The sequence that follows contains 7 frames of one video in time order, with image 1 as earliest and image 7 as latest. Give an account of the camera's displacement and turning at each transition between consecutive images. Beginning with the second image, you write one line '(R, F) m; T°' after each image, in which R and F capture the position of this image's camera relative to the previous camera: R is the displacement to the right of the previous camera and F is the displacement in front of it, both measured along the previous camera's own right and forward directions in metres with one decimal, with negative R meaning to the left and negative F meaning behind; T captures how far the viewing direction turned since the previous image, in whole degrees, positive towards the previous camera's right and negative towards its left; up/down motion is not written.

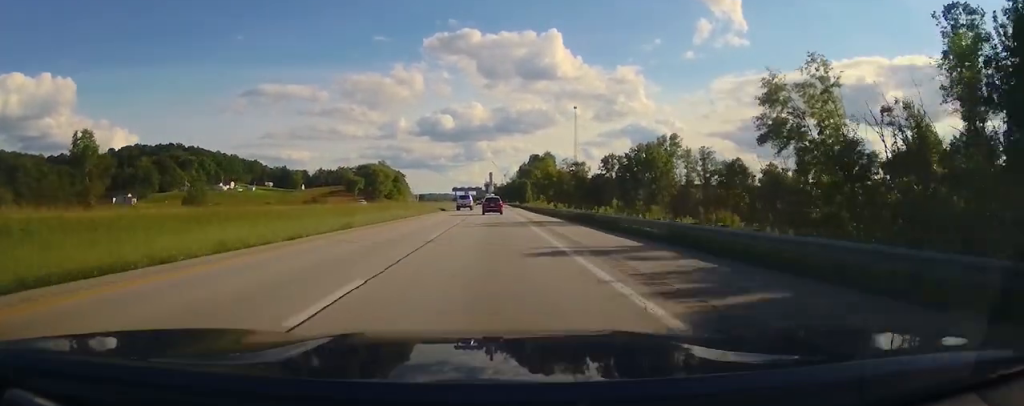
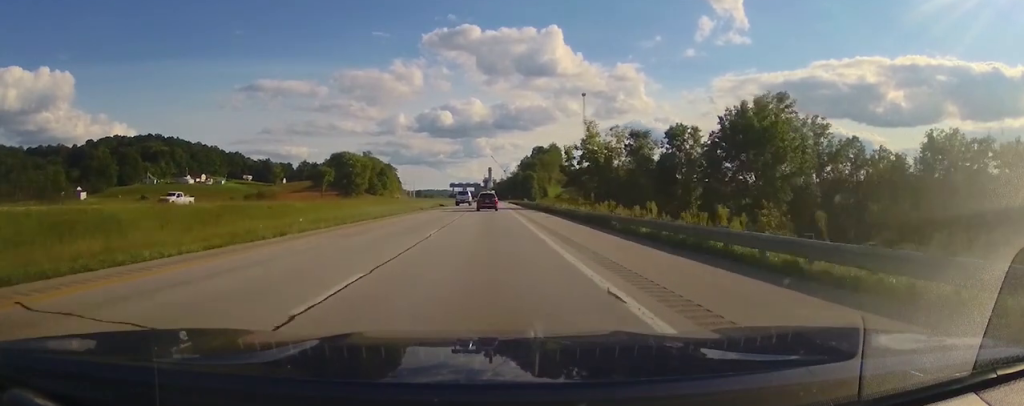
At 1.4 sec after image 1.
(0.0, +47.8) m; 0°
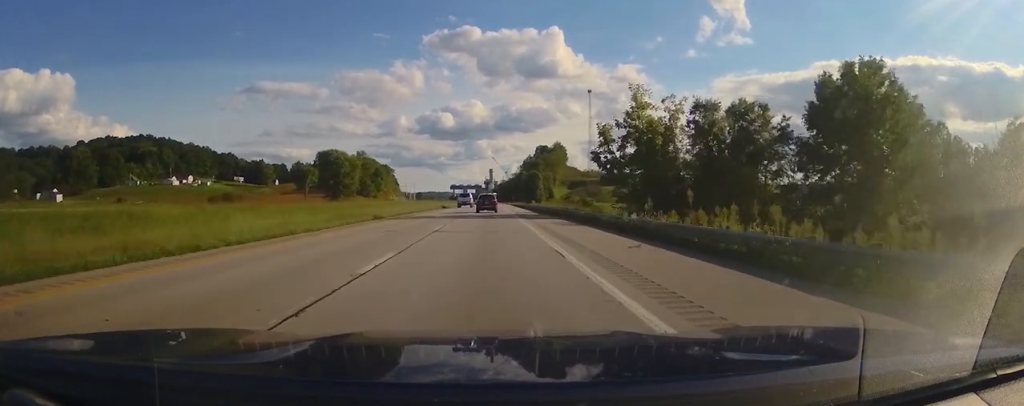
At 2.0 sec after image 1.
(0.0, +21.1) m; 0°
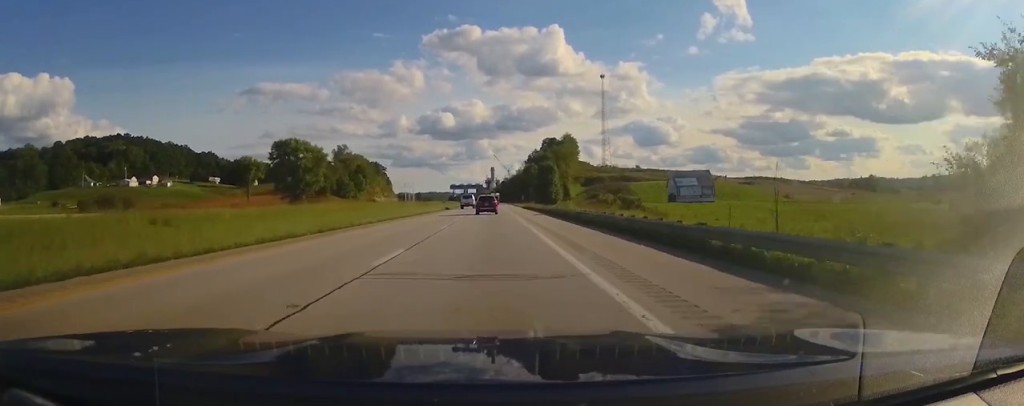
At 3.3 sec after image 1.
(+0.1, +47.9) m; 0°
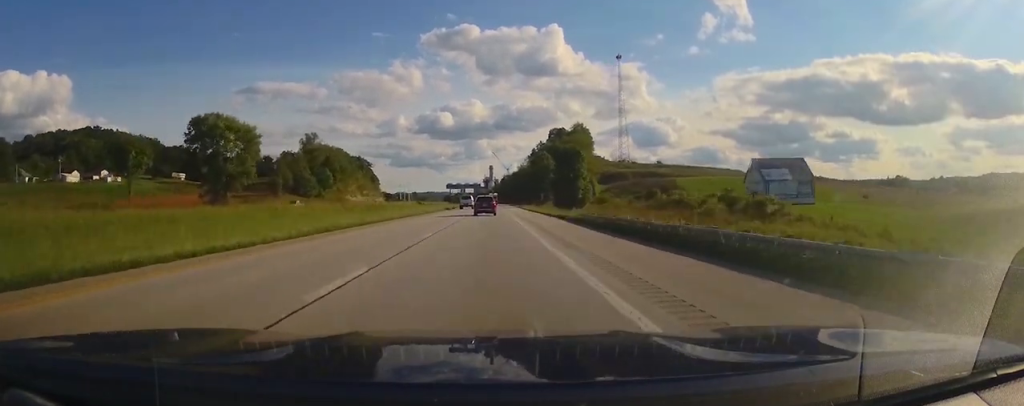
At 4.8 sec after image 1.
(0.0, +52.5) m; 0°
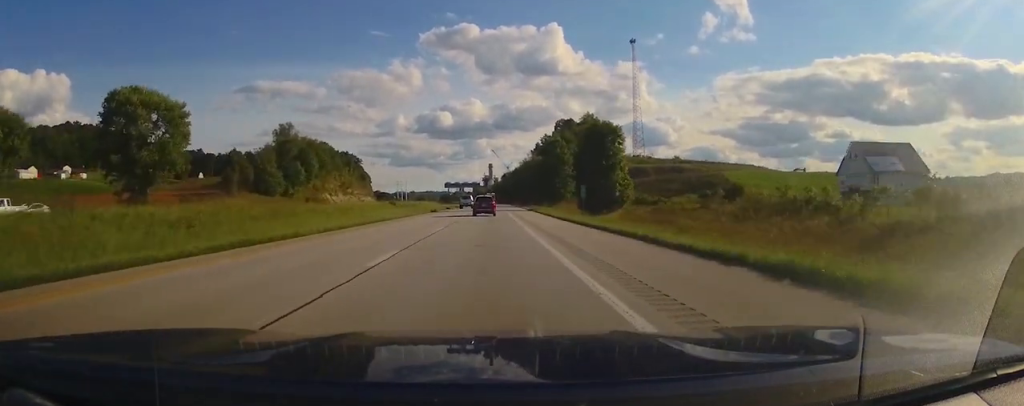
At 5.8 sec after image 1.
(0.0, +32.9) m; 0°
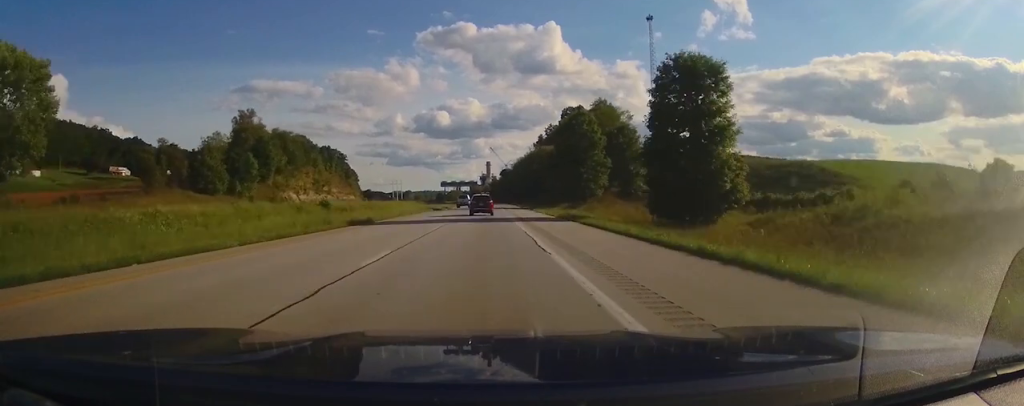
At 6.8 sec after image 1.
(0.0, +36.9) m; 0°
